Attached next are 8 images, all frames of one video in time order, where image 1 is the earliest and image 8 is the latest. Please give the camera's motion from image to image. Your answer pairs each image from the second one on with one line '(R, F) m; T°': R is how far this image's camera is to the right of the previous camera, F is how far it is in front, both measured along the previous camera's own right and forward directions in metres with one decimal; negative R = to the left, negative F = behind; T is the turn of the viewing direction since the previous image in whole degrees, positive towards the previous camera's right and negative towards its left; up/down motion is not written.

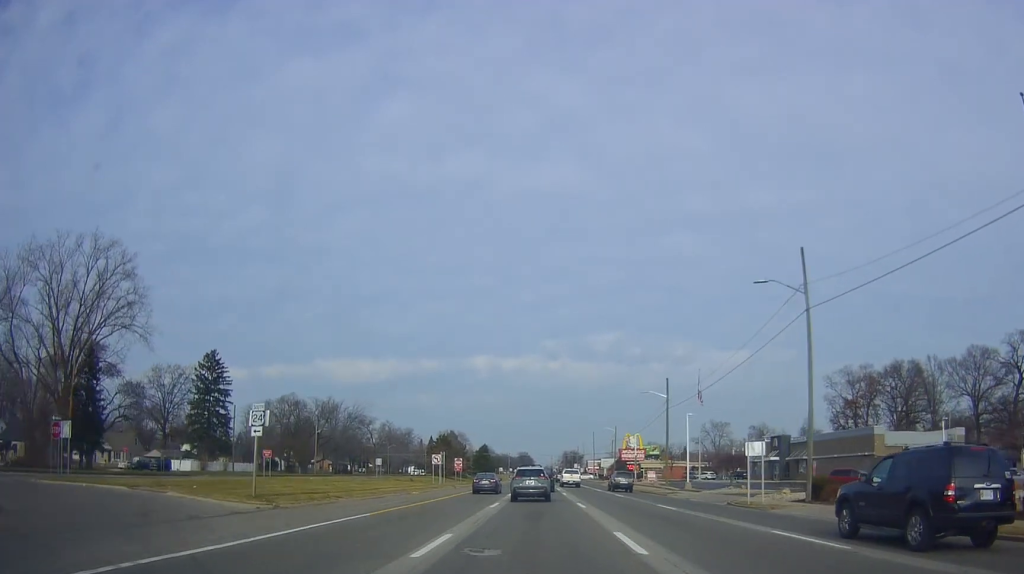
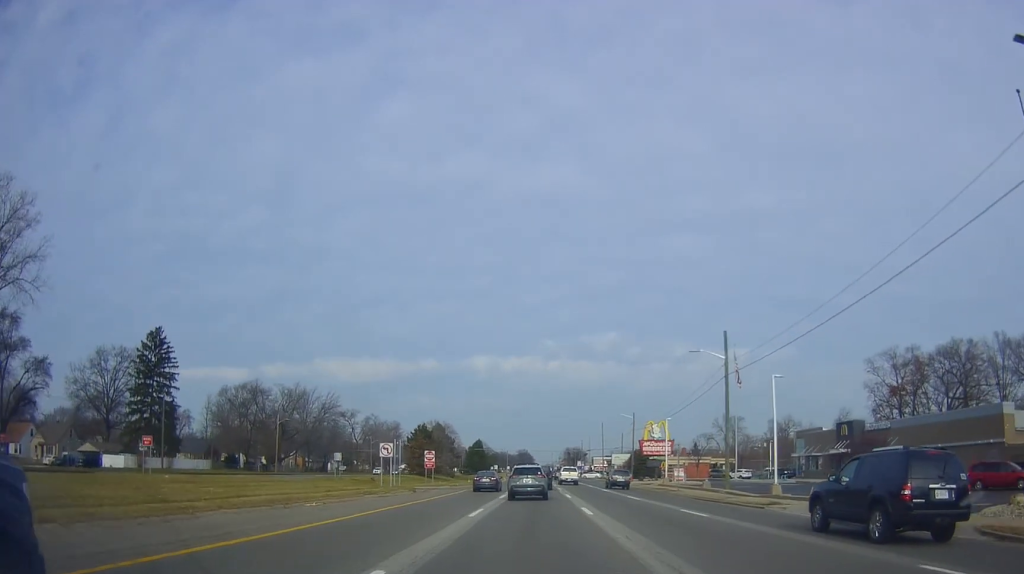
(0.0, +22.0) m; -1°
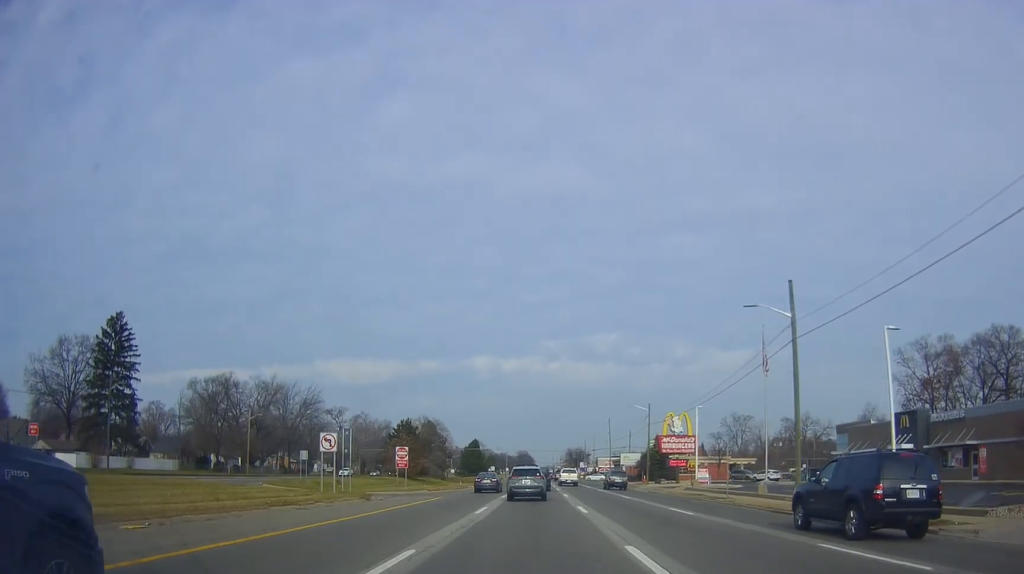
(-0.5, +12.7) m; 0°
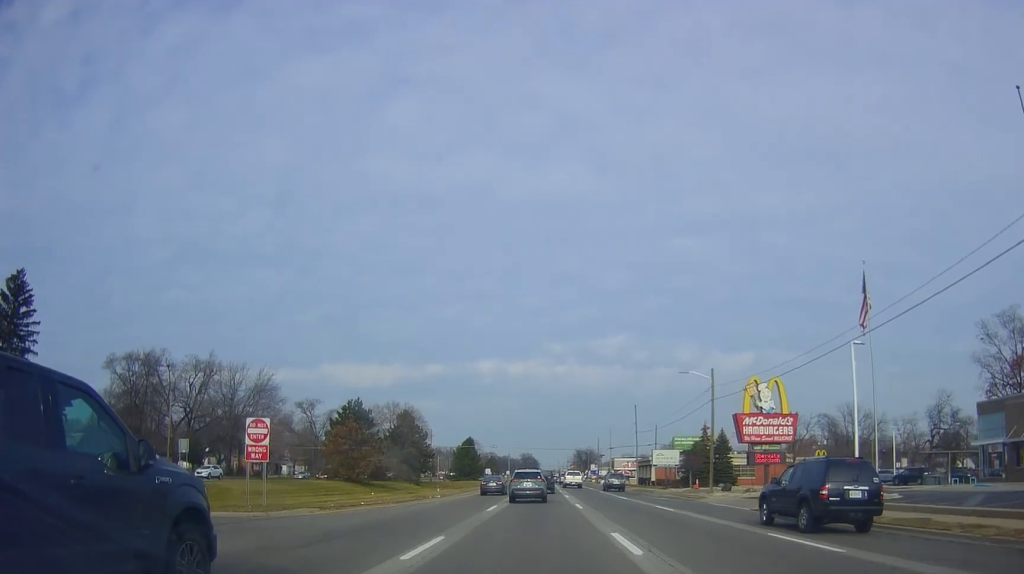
(+0.5, +26.9) m; 0°
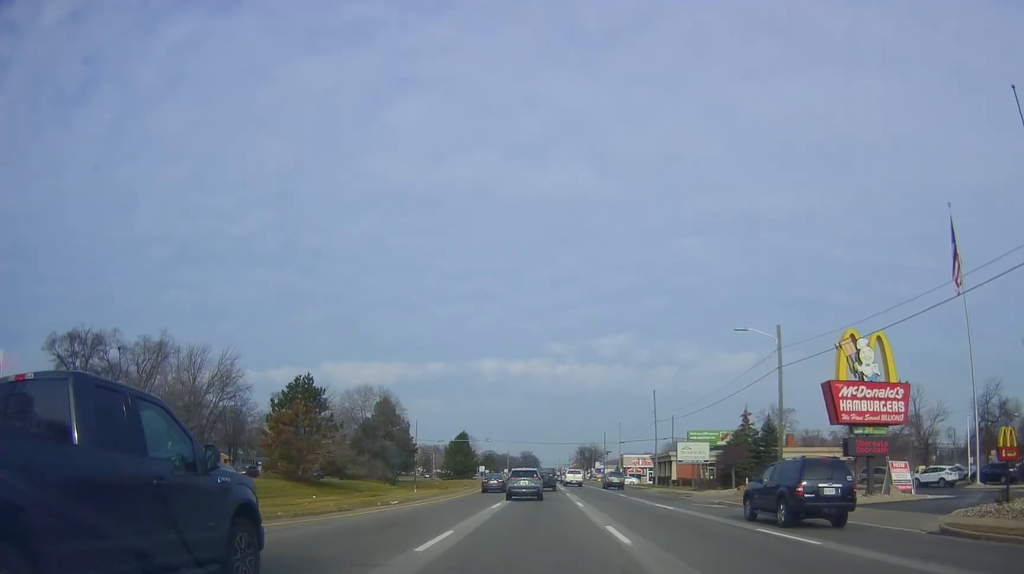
(-0.5, +14.4) m; 0°
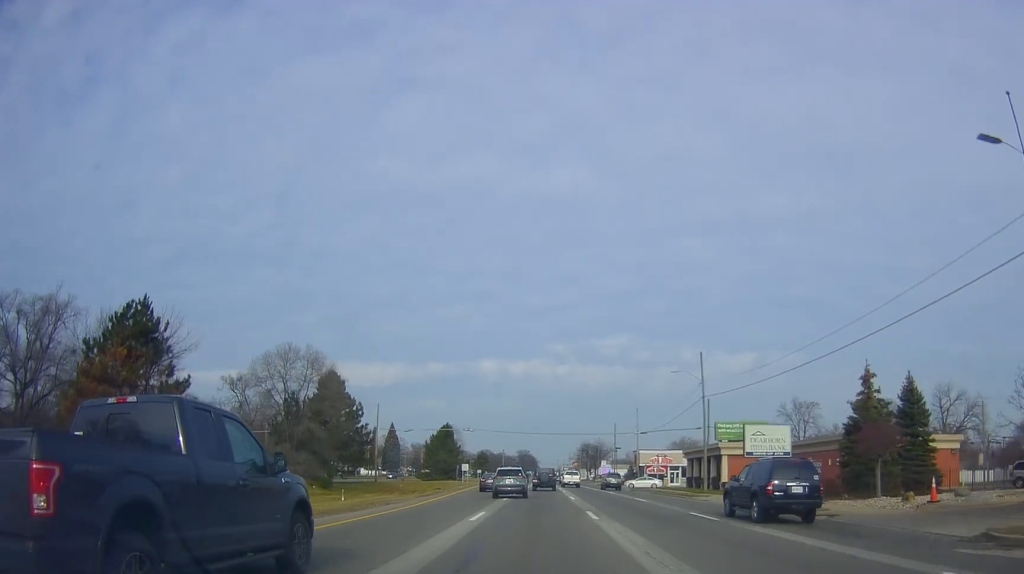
(+0.7, +22.9) m; +1°
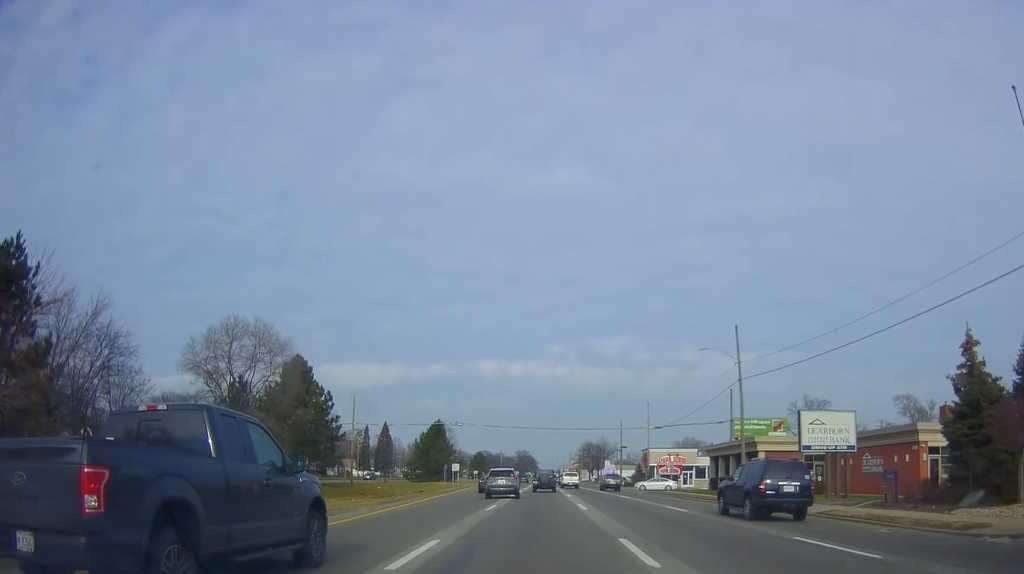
(-0.2, +9.8) m; 0°
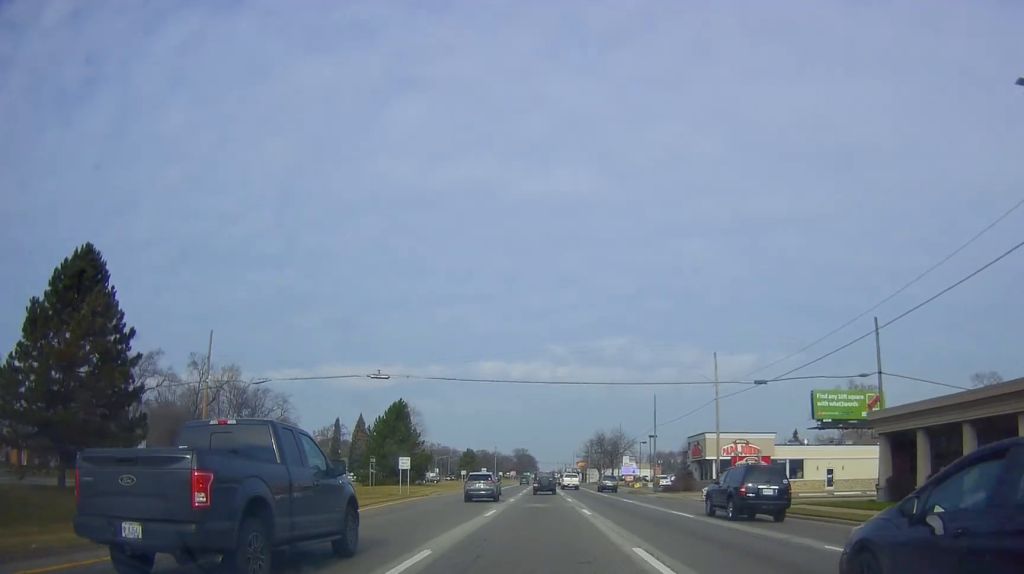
(-0.1, +31.4) m; -1°
